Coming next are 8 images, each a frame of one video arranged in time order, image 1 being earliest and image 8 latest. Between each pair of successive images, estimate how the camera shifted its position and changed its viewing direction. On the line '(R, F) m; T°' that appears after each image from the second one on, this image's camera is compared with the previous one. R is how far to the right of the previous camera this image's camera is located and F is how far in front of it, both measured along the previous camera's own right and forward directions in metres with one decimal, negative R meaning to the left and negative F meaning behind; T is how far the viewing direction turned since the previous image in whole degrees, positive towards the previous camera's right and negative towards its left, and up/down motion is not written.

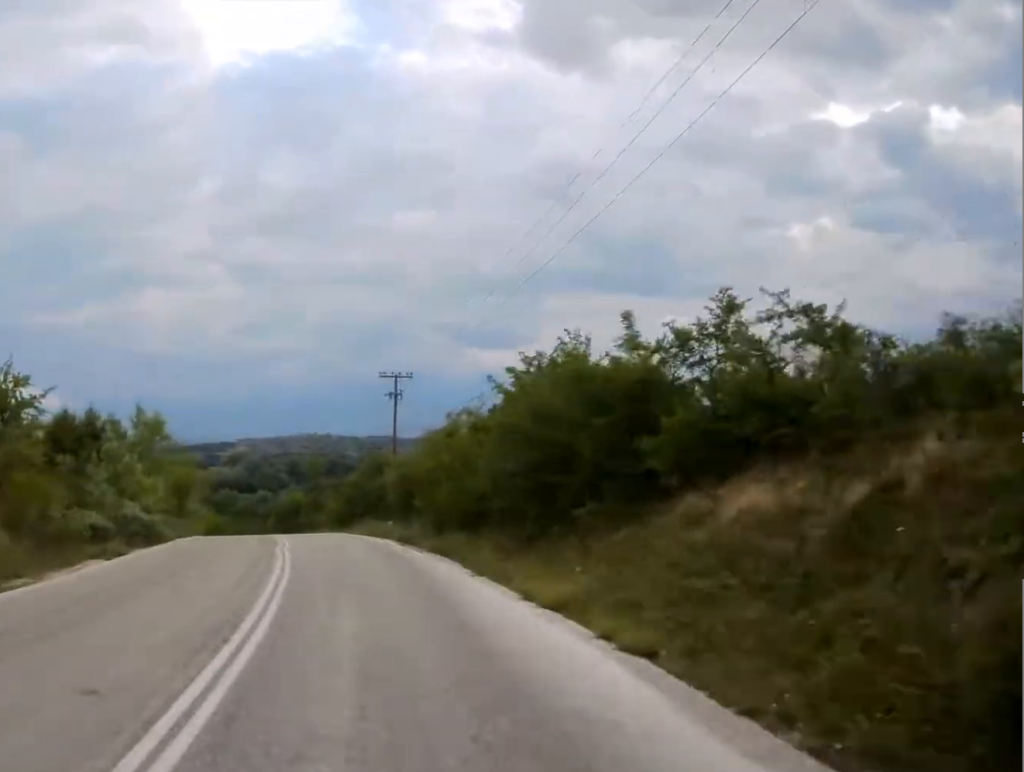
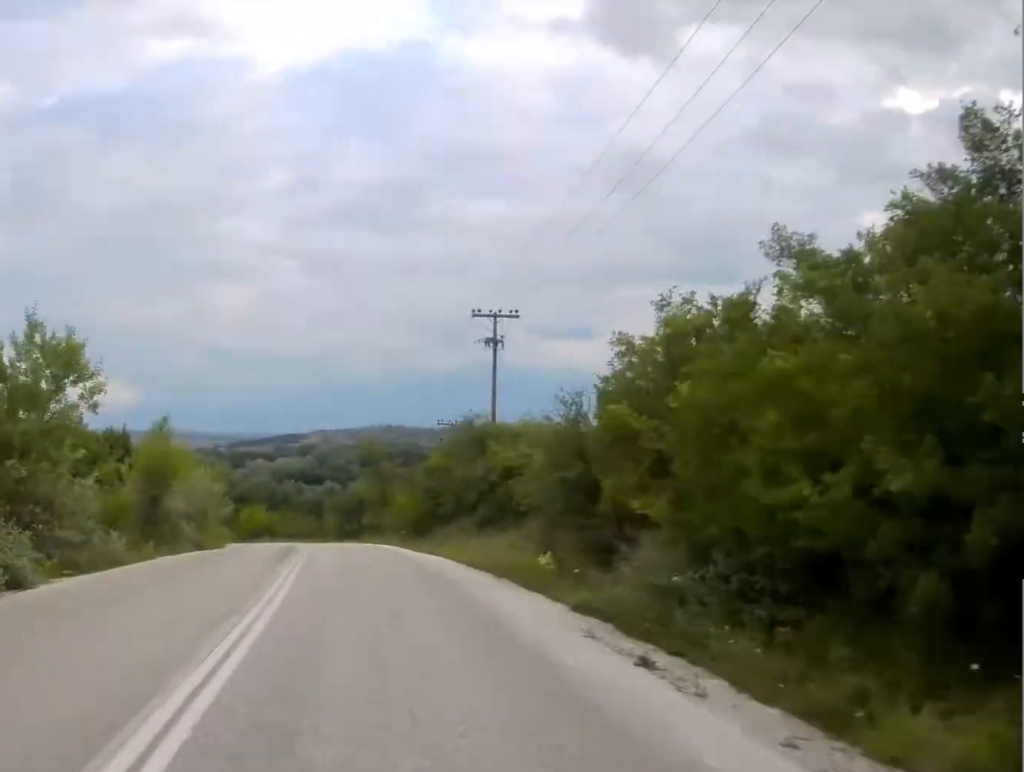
(-1.2, +21.0) m; -4°
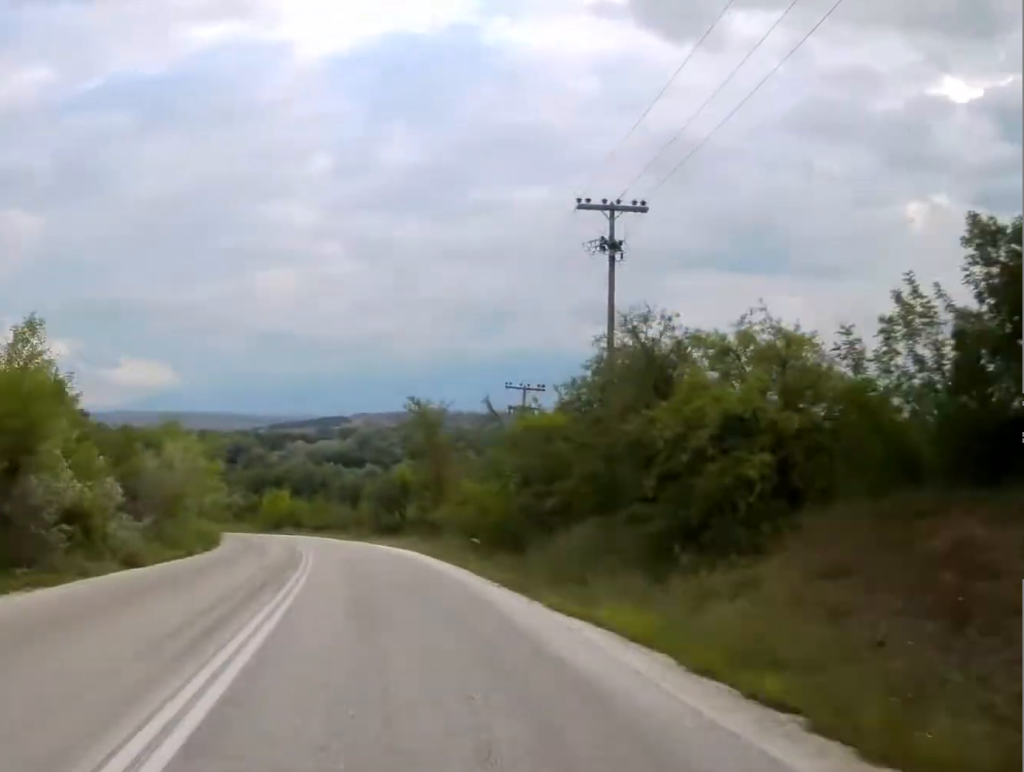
(-0.1, +16.8) m; -2°
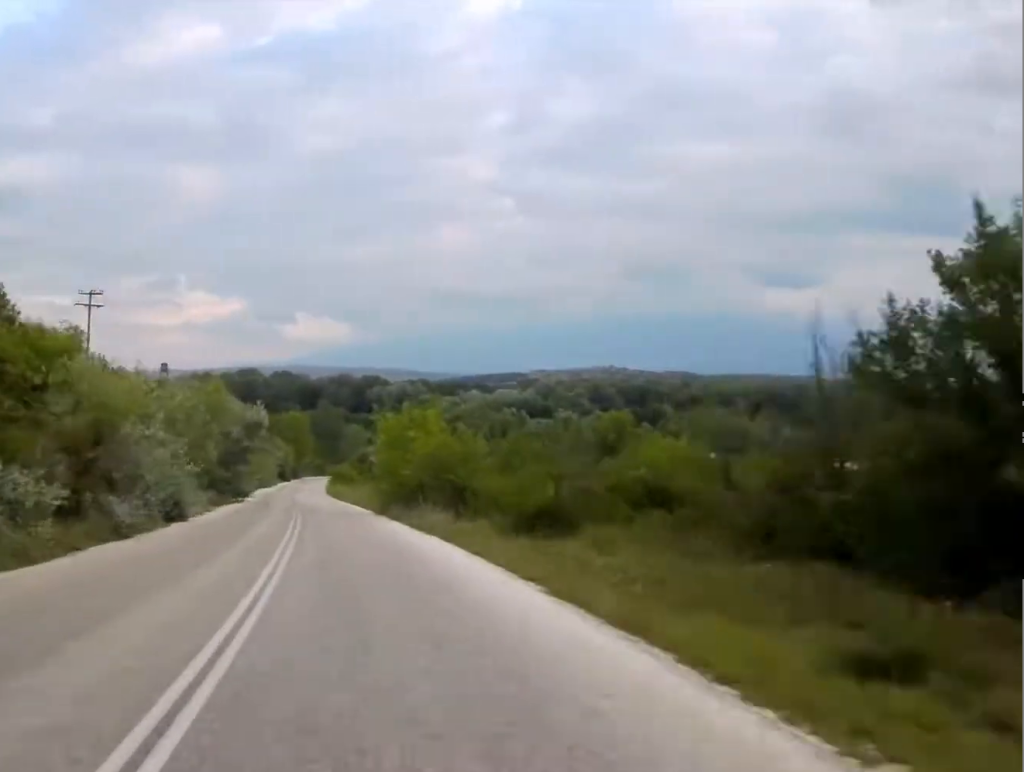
(-3.8, +56.6) m; -8°
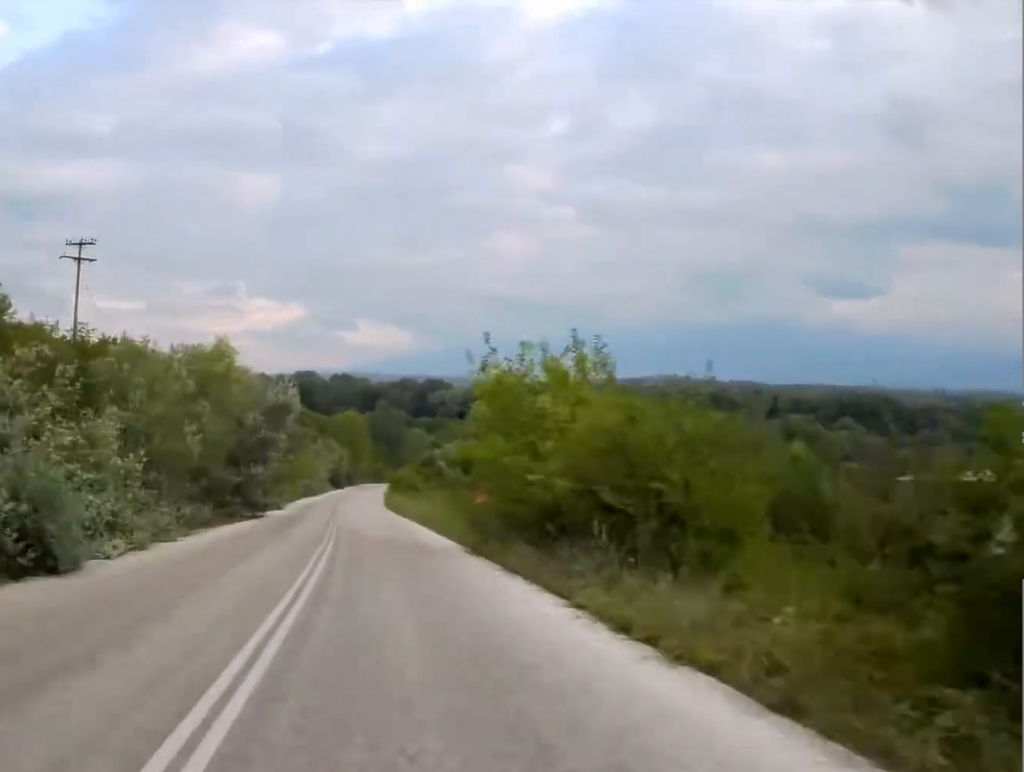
(-0.5, +18.4) m; -3°
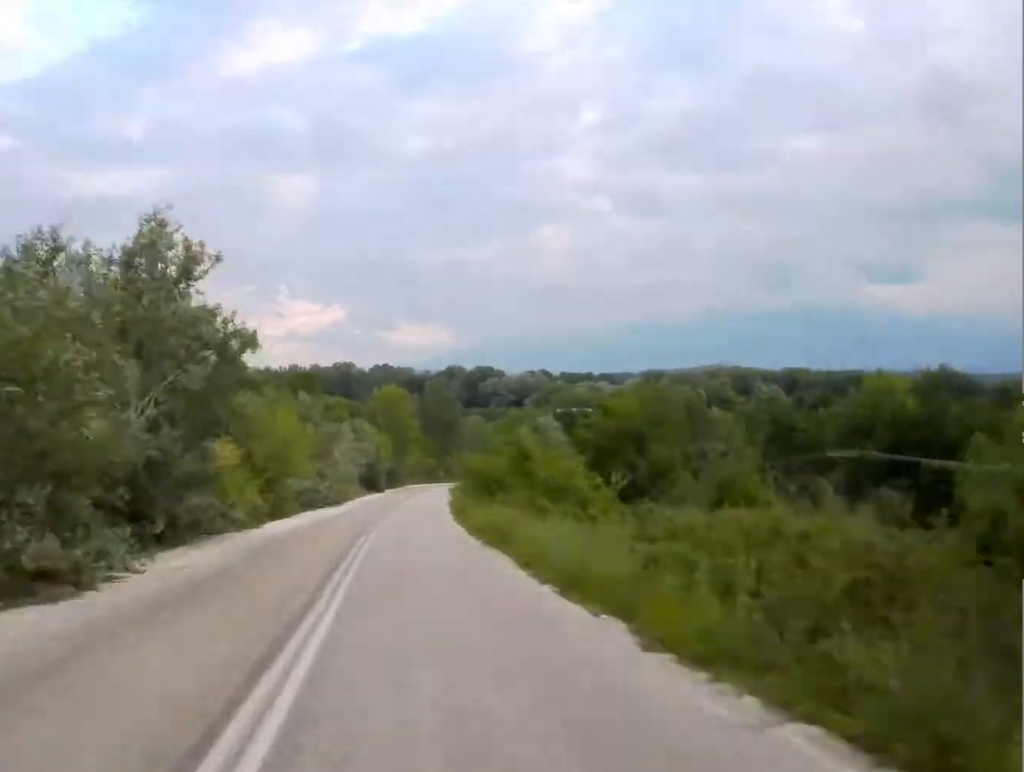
(-1.9, +41.2) m; -3°
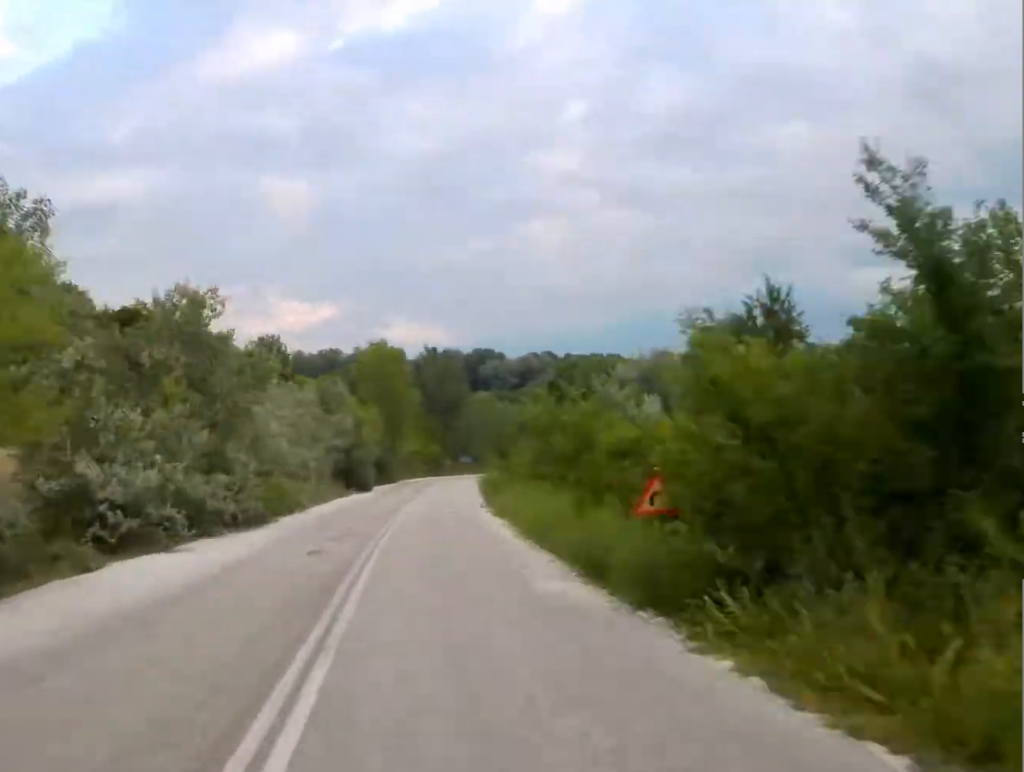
(-0.3, +30.7) m; 0°
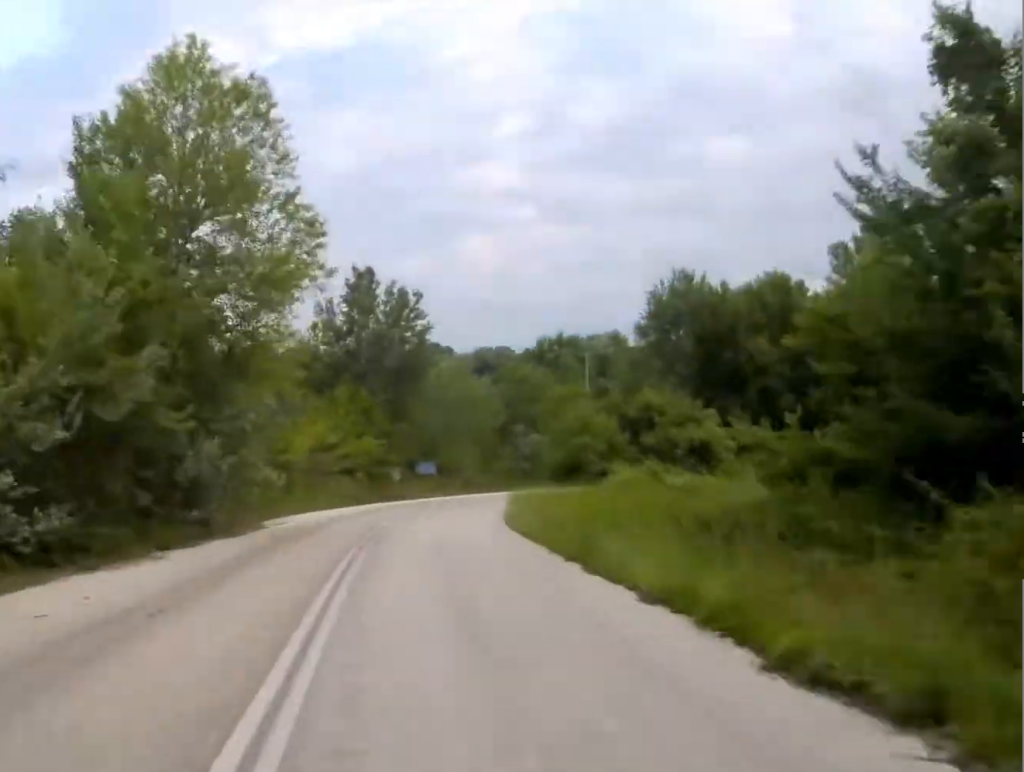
(+1.1, +57.8) m; +4°
